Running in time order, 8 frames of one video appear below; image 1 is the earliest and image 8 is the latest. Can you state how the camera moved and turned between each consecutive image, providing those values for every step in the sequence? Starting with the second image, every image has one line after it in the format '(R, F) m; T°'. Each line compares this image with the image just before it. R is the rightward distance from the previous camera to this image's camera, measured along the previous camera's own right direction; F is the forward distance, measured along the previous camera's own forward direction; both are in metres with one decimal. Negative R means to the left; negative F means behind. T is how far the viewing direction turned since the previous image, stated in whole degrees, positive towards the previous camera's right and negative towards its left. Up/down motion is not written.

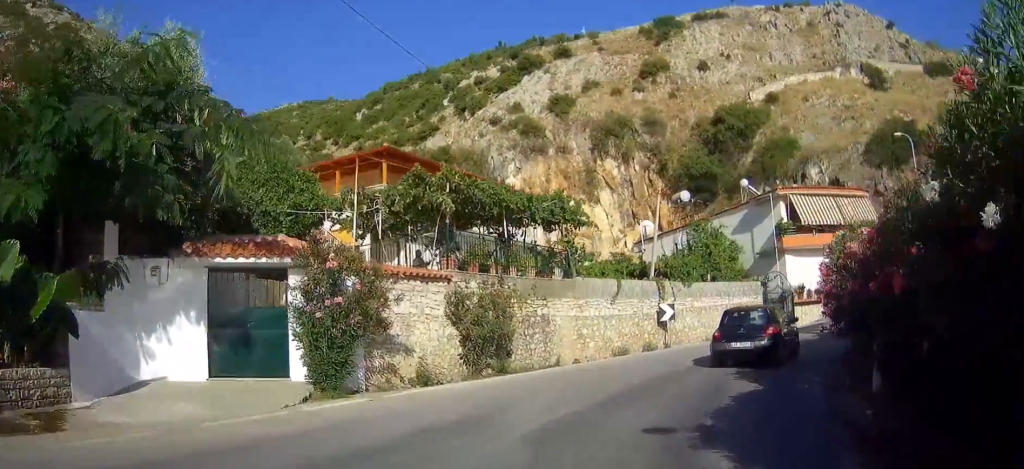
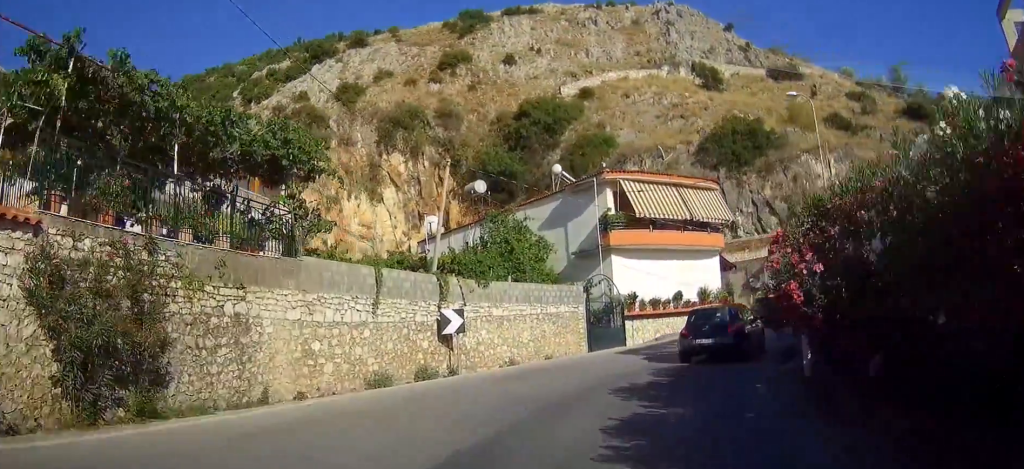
(+1.1, +8.8) m; +17°
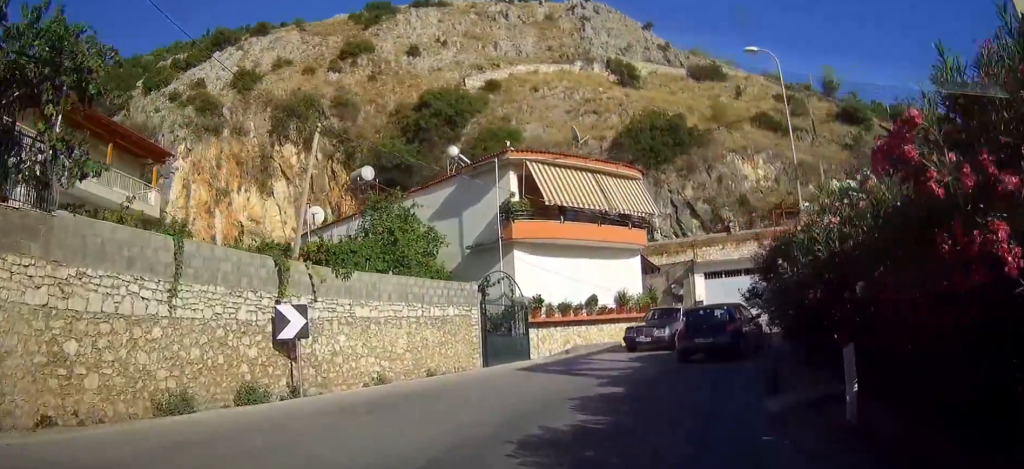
(+0.6, +5.0) m; +10°
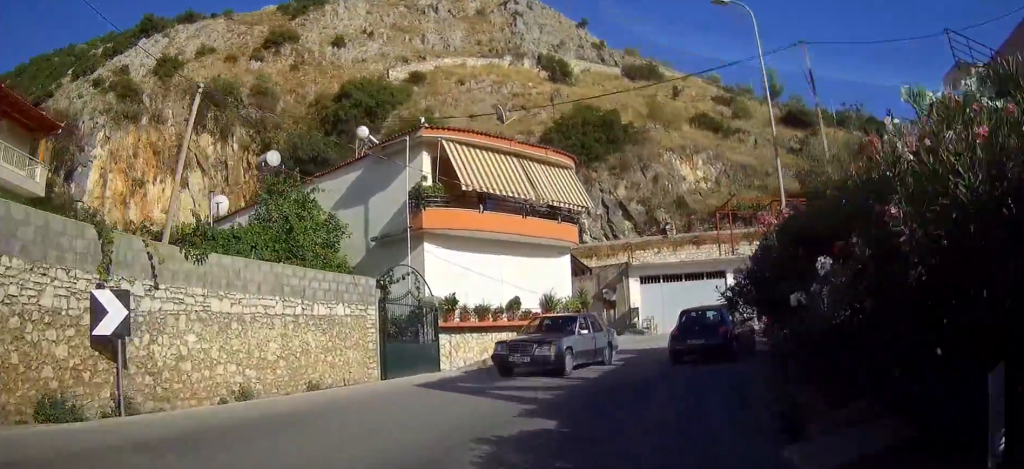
(+0.1, +3.6) m; +7°
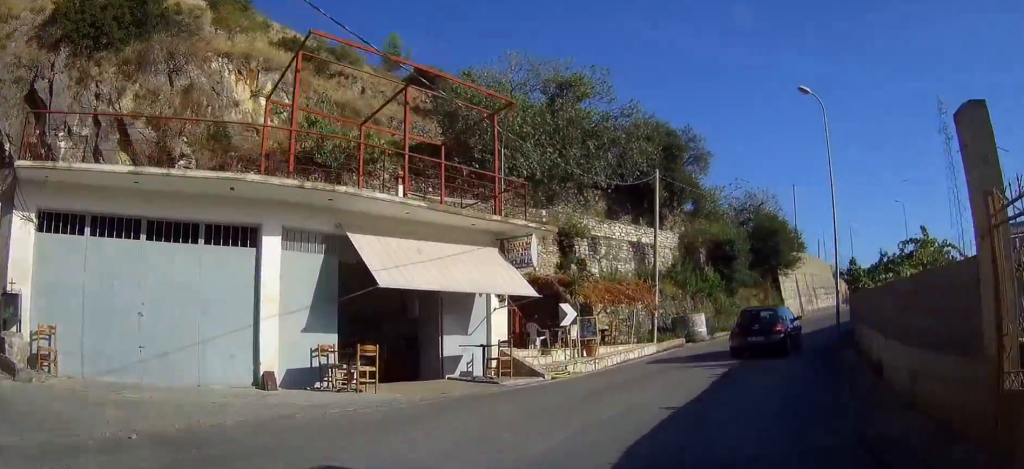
(+6.7, +22.4) m; +35°
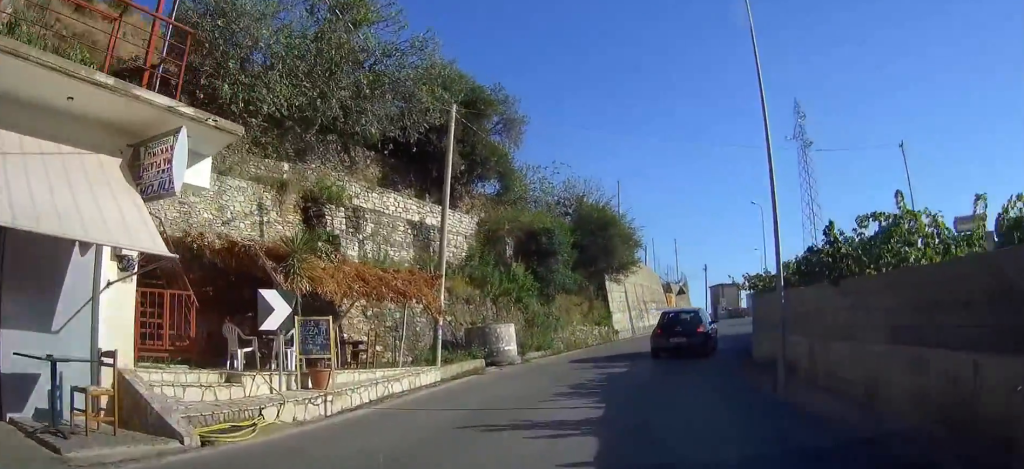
(+1.2, +8.9) m; +14°
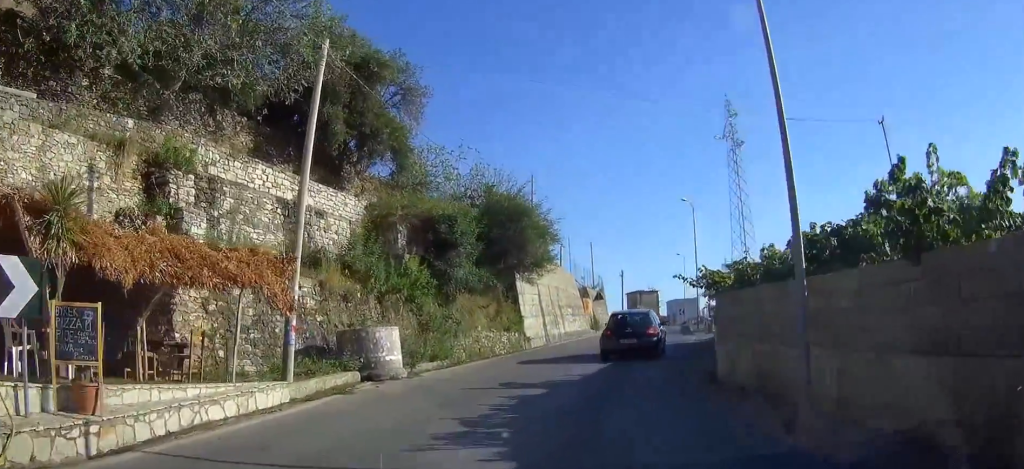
(0.0, +4.4) m; +7°
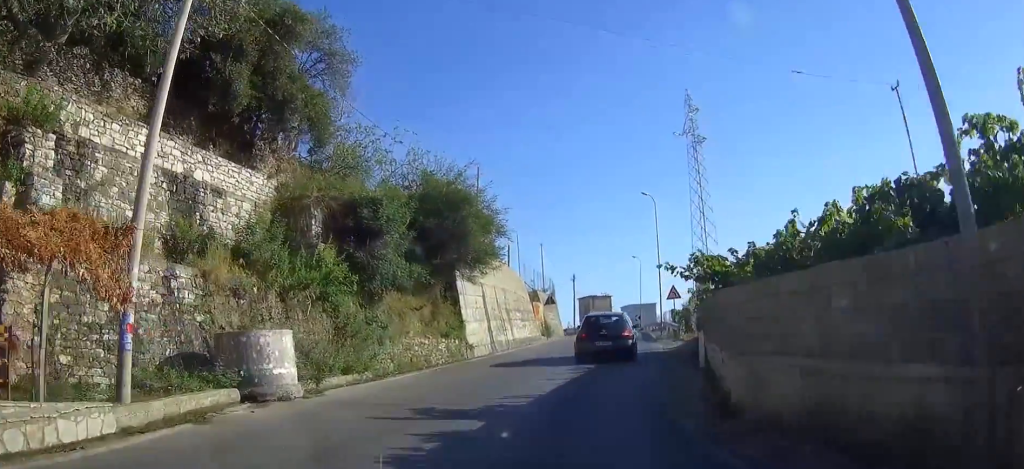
(+0.4, +4.0) m; +5°
